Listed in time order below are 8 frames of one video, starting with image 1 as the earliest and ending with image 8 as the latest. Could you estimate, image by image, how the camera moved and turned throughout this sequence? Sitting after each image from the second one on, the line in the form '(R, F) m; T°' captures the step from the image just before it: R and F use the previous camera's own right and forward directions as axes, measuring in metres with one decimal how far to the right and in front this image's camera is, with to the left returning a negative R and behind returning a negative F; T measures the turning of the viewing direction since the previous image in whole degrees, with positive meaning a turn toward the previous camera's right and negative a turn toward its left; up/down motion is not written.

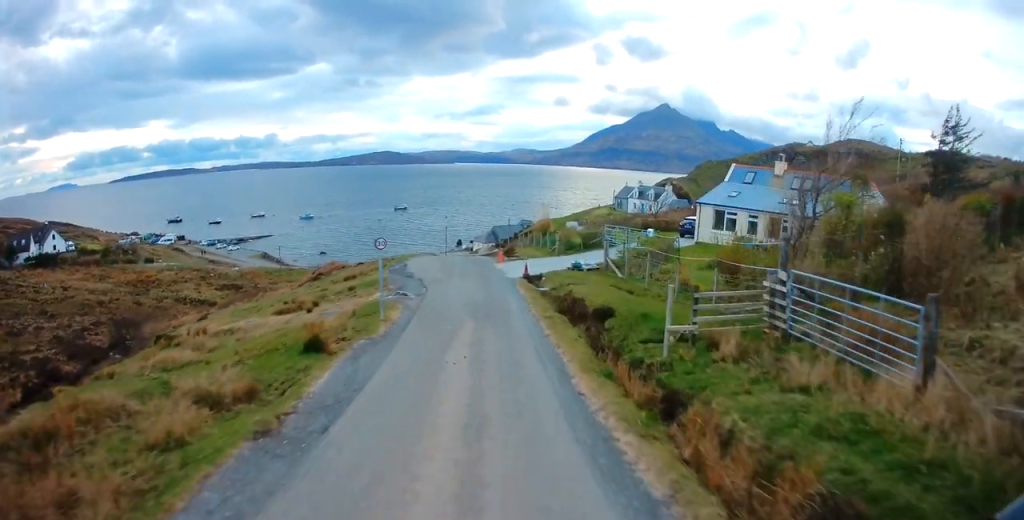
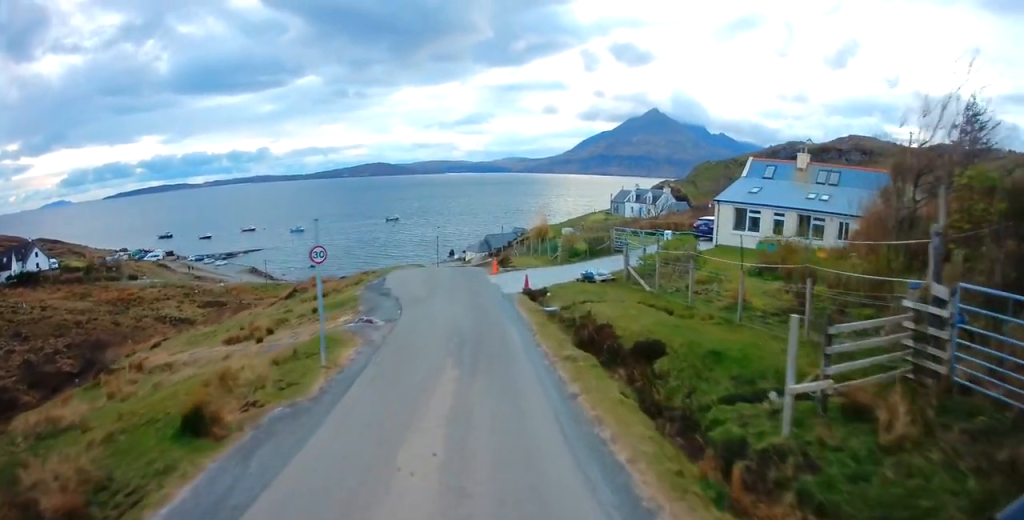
(0.0, +4.6) m; +2°
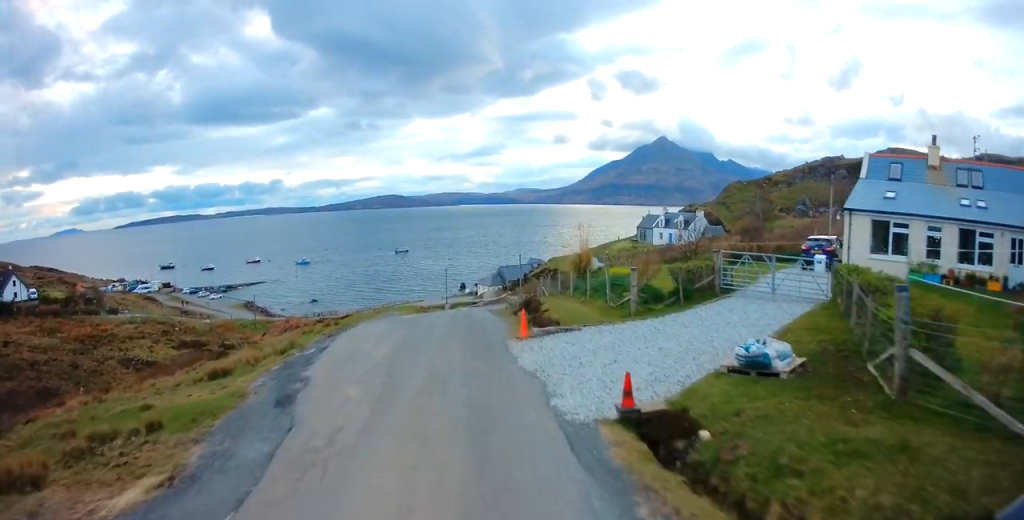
(+0.7, +12.1) m; -1°
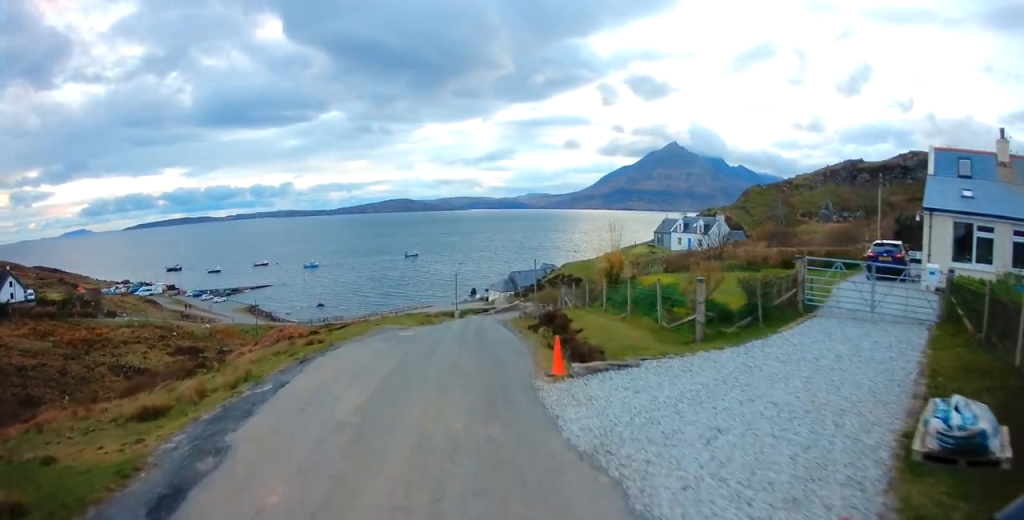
(-0.1, +4.4) m; -3°
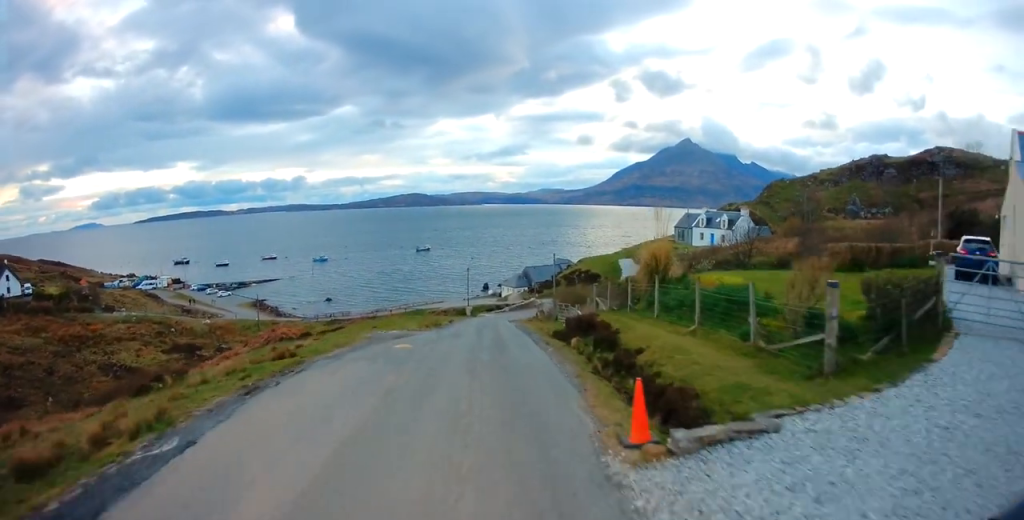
(-0.1, +4.3) m; 0°
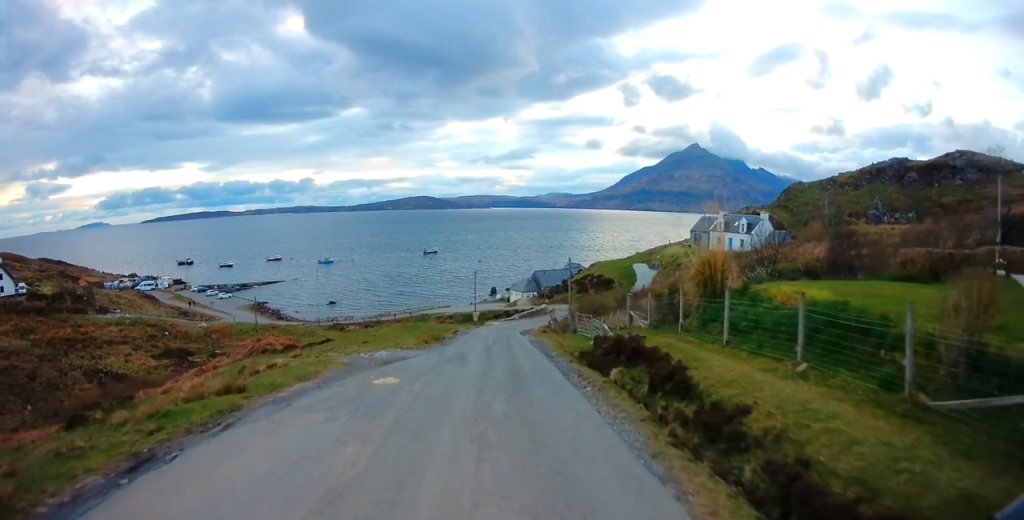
(0.0, +4.3) m; 0°
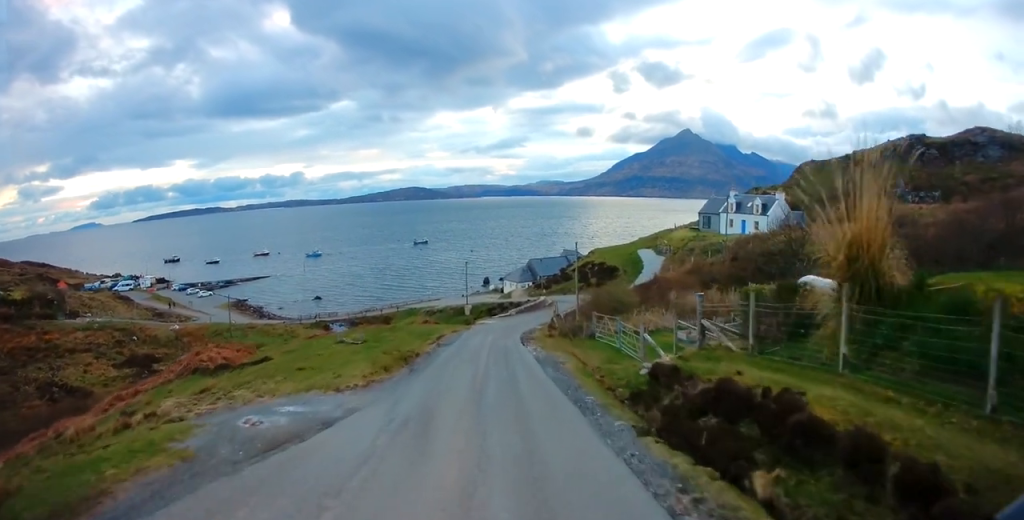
(0.0, +7.7) m; +3°
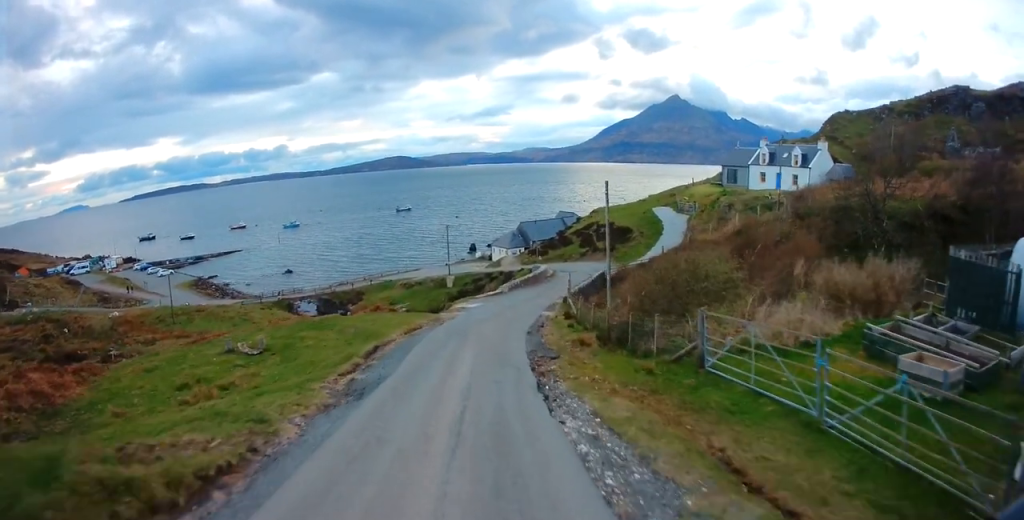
(+0.1, +14.1) m; -3°
